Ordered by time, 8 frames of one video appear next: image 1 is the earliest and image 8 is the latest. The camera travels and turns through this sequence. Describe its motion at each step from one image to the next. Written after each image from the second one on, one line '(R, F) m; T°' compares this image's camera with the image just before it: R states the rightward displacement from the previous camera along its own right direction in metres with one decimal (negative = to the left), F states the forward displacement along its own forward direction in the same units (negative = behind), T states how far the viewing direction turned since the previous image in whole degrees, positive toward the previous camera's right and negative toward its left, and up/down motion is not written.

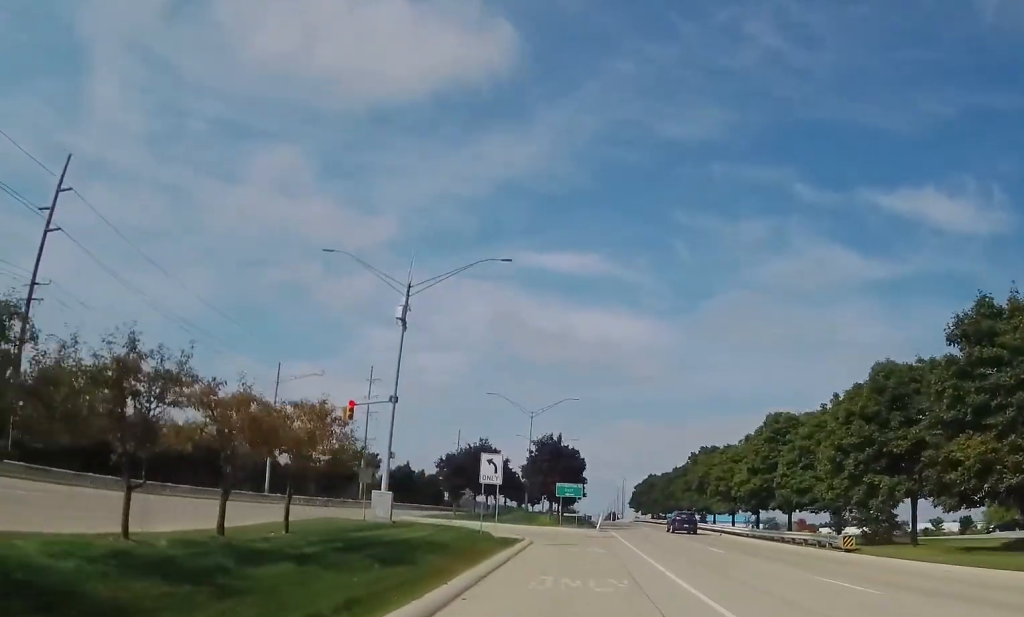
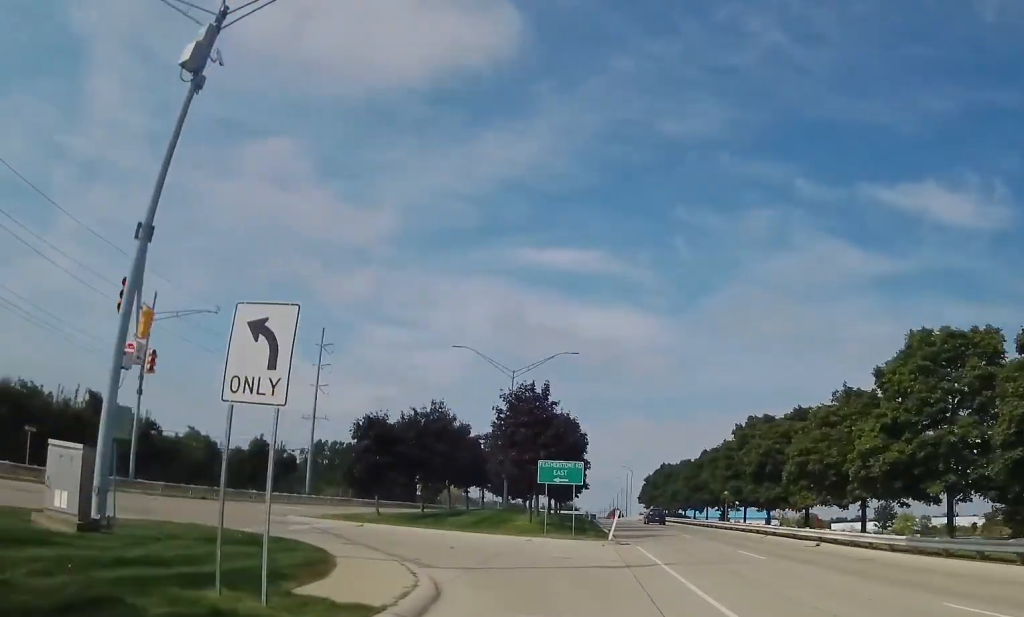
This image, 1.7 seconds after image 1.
(+0.1, +22.8) m; +2°
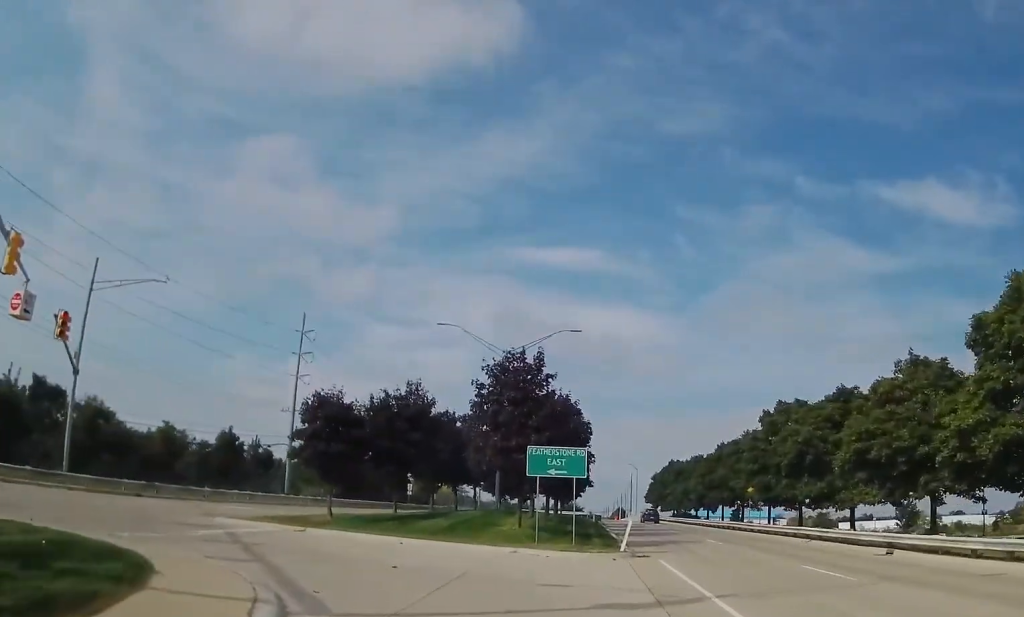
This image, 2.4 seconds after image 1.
(+0.2, +7.7) m; +2°
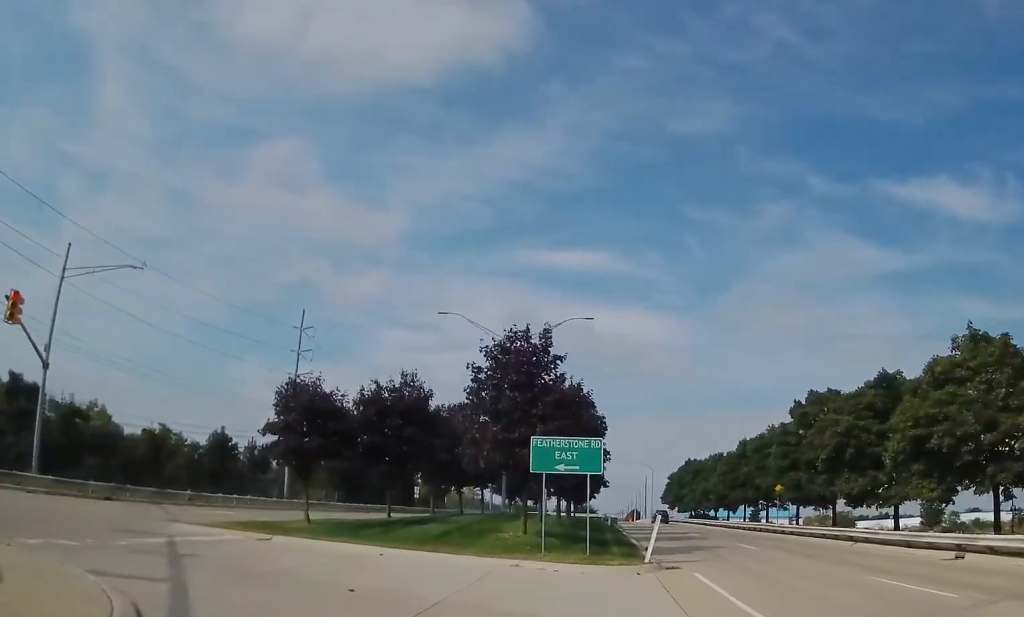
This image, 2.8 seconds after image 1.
(0.0, +4.0) m; -2°
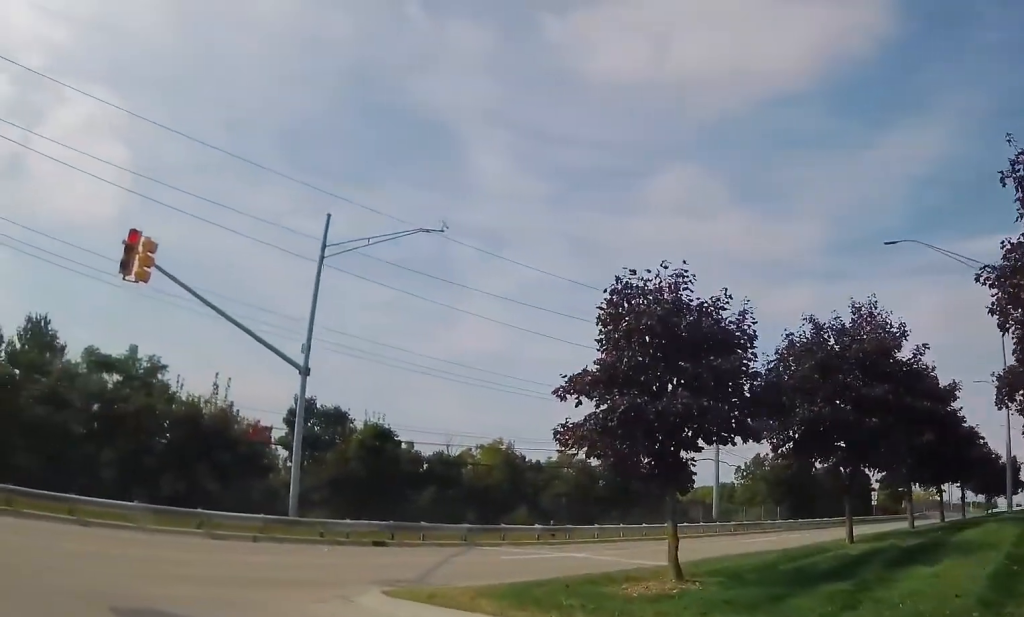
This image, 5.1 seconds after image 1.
(-2.6, +15.2) m; -27°
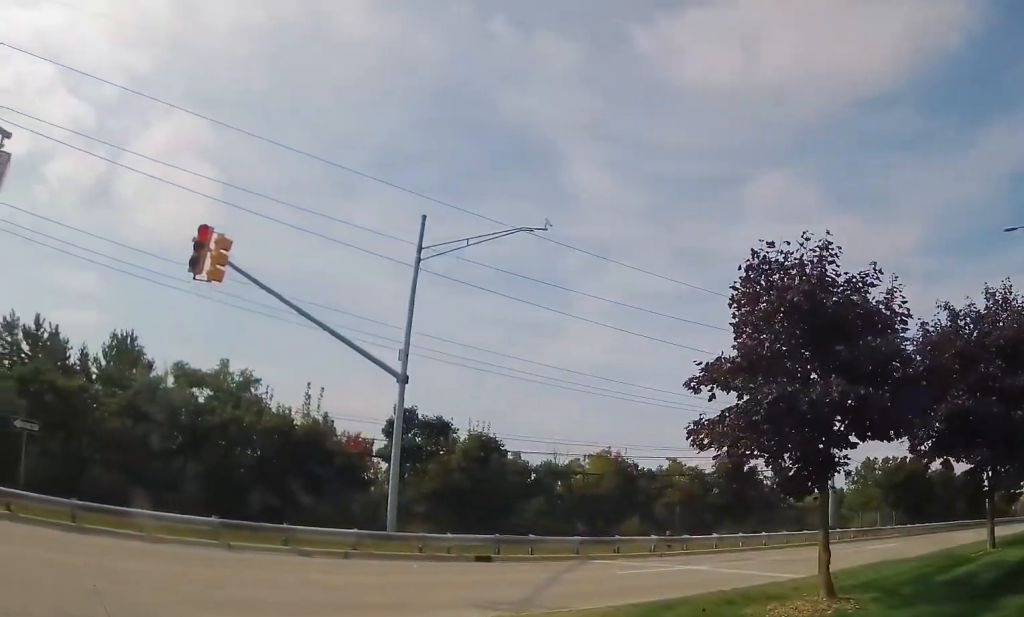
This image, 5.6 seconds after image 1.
(+0.1, +2.0) m; -8°
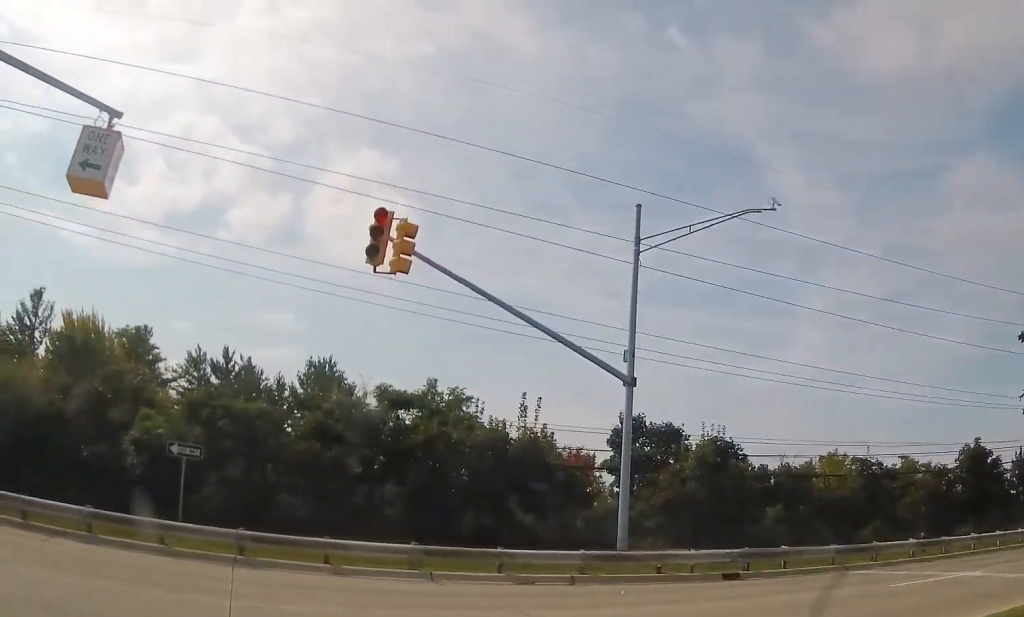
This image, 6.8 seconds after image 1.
(-1.3, +2.9) m; -45°
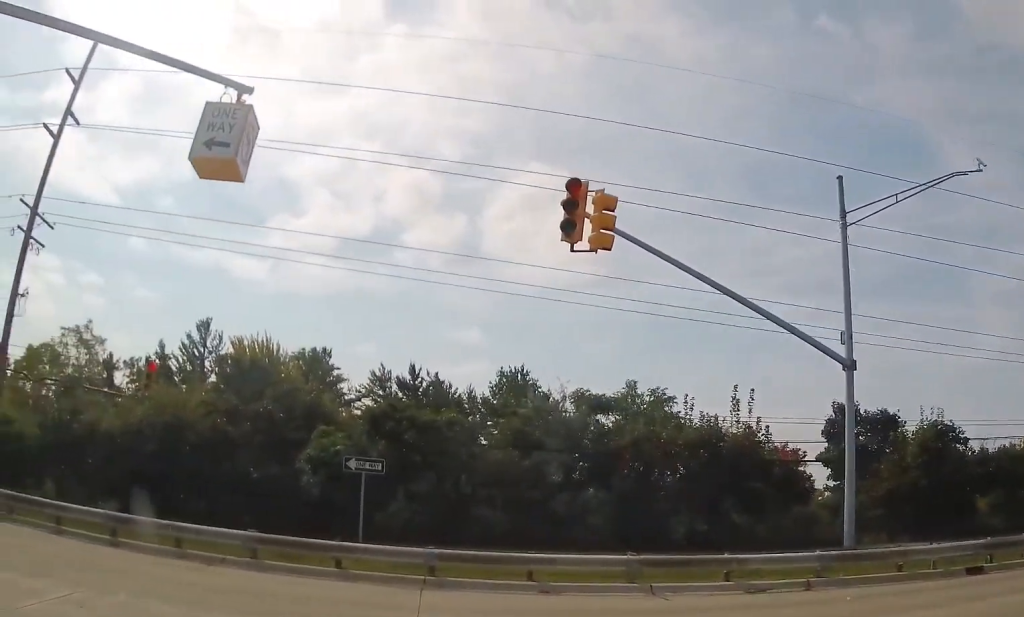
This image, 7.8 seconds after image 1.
(-0.6, +2.0) m; -27°
